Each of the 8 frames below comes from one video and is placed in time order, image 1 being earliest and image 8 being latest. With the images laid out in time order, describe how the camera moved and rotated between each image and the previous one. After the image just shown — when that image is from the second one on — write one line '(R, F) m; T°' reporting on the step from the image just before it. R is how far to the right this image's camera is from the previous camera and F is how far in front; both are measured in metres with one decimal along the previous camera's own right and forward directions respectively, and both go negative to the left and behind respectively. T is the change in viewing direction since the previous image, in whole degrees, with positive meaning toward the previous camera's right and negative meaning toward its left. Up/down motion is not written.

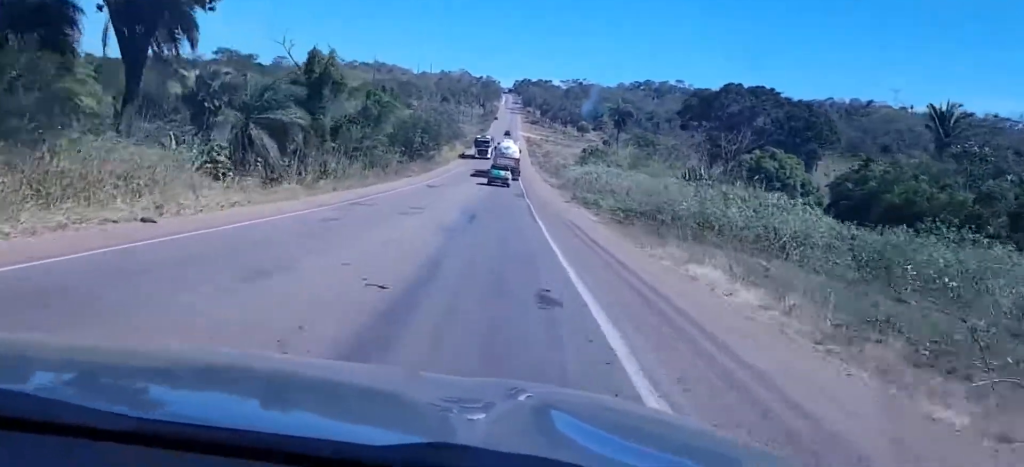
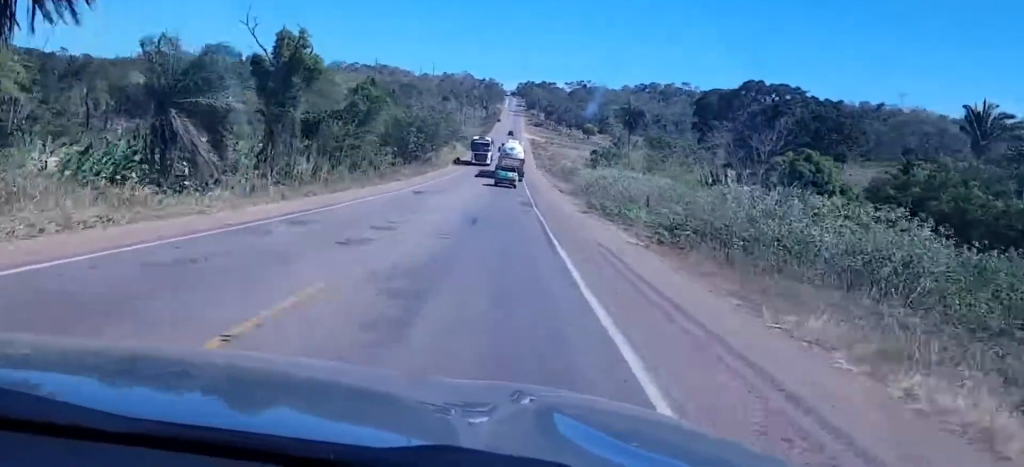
(-0.3, +10.3) m; +1°
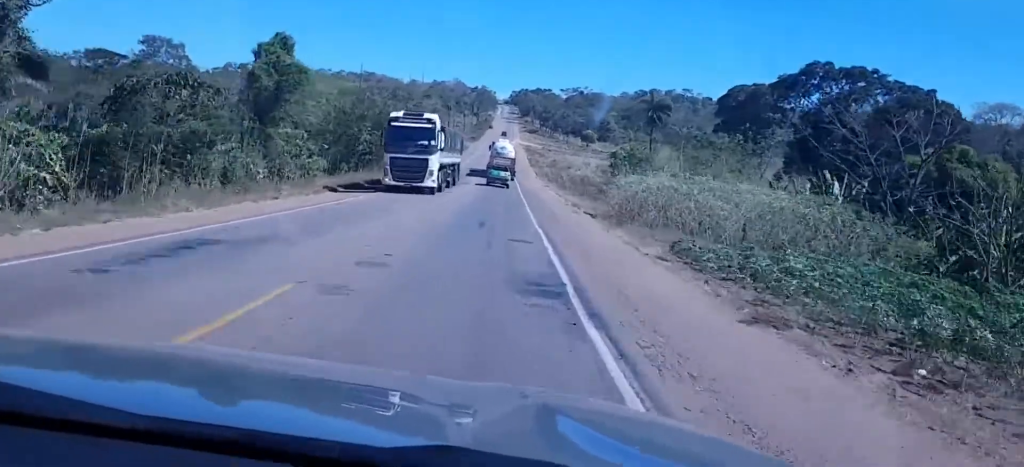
(+0.8, +32.7) m; +1°
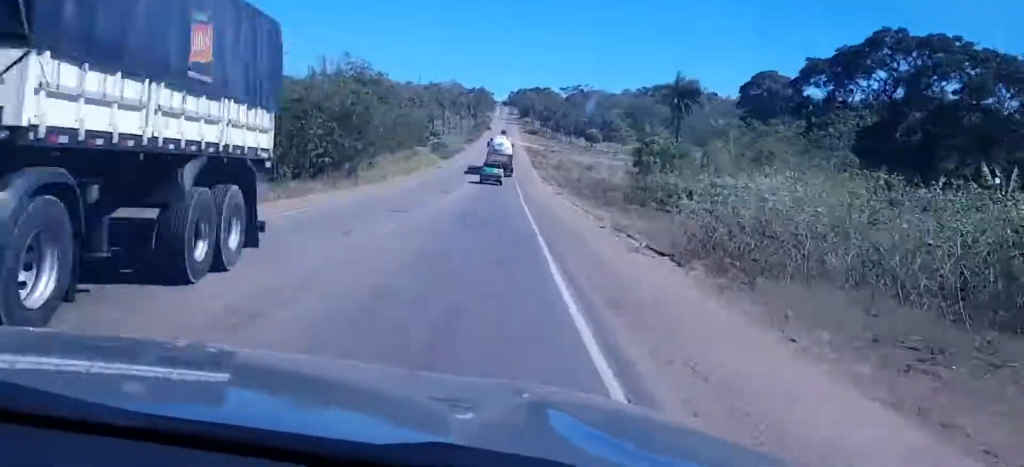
(+0.1, +19.7) m; 0°
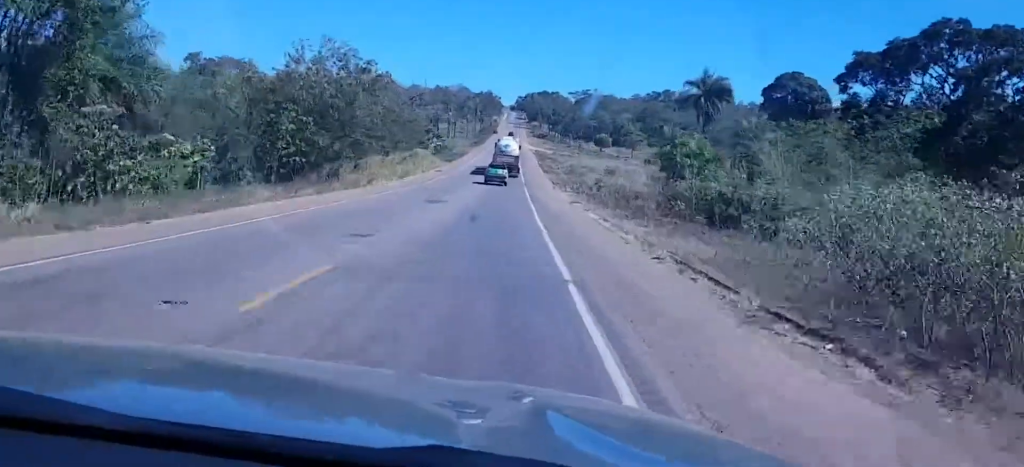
(+0.1, +9.4) m; 0°
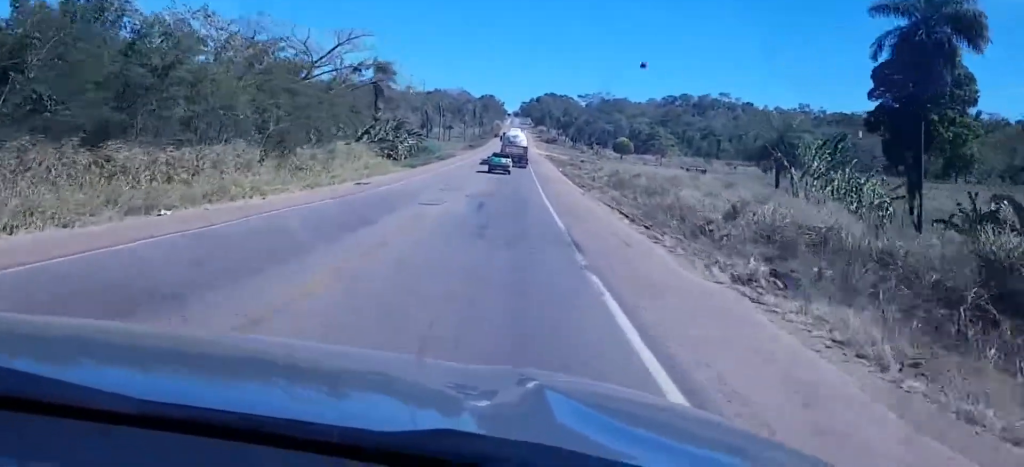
(-0.2, +50.0) m; -1°
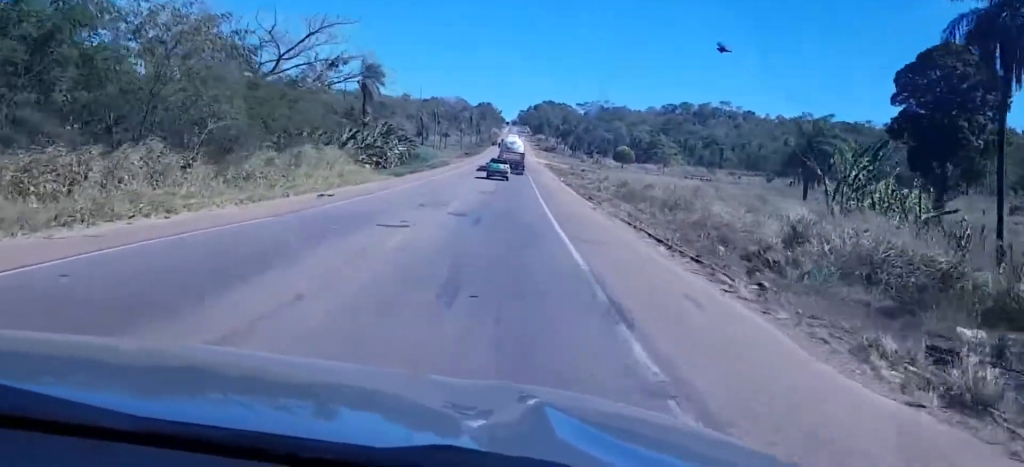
(+0.1, +7.7) m; -1°
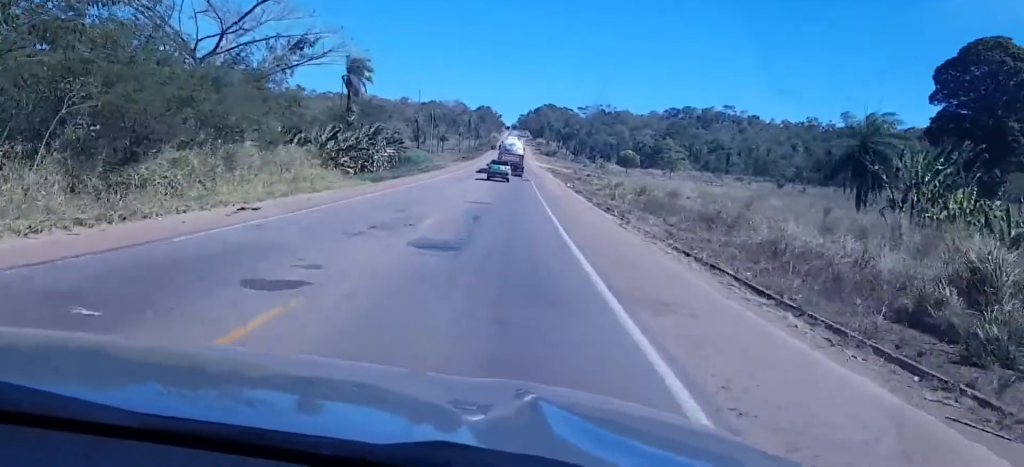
(-0.4, +9.9) m; -1°
